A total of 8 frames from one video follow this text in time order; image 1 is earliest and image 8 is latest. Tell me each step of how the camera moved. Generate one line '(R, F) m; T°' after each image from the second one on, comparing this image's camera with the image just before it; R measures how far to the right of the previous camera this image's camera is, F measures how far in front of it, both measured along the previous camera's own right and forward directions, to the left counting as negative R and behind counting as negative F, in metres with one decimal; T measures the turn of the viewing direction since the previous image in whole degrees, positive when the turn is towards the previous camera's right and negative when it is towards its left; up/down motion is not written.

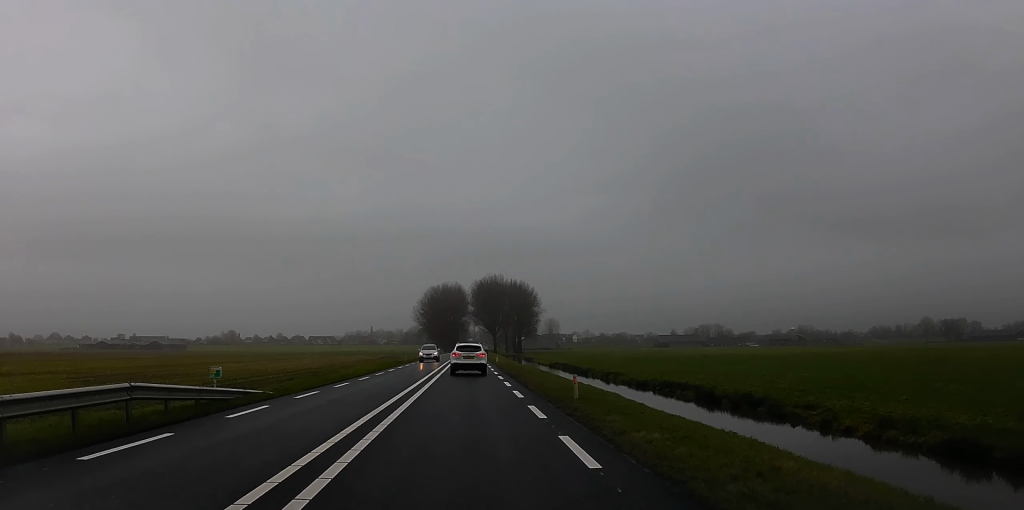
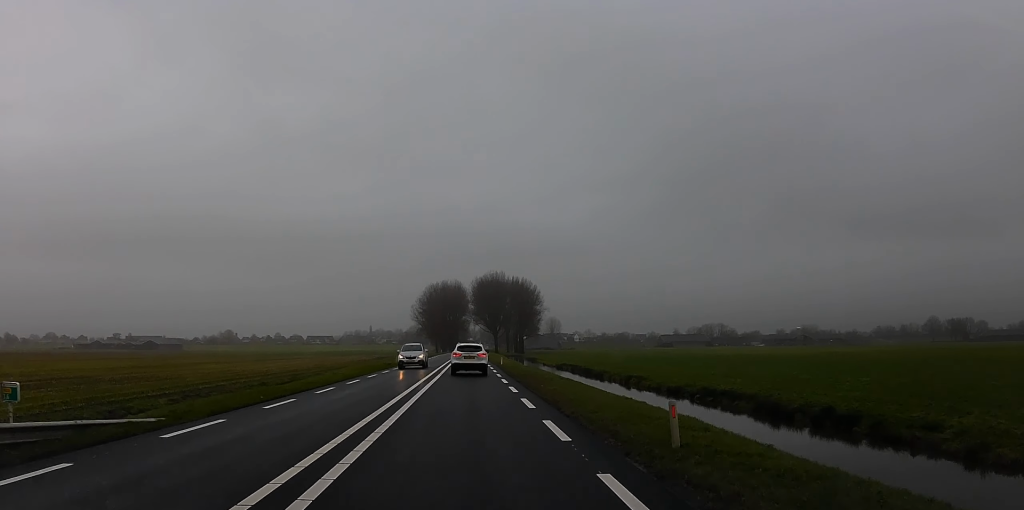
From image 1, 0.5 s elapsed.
(0.0, +9.5) m; 0°
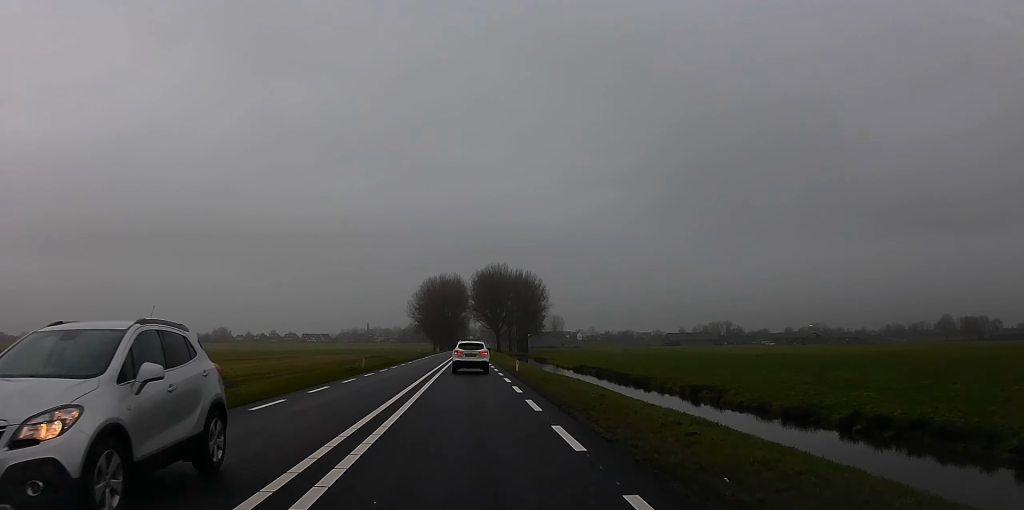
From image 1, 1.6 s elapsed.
(+0.2, +19.1) m; +2°
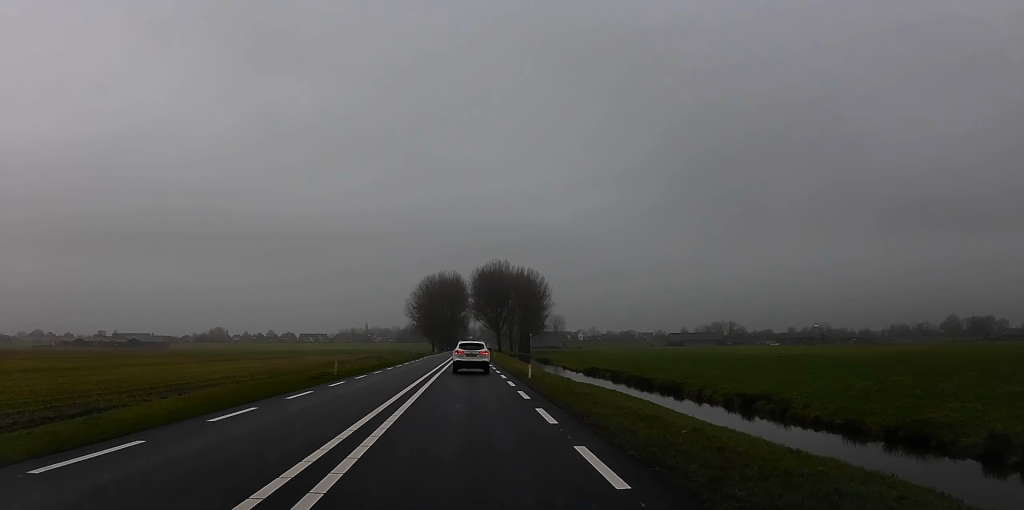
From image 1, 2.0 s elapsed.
(+0.1, +8.1) m; +1°
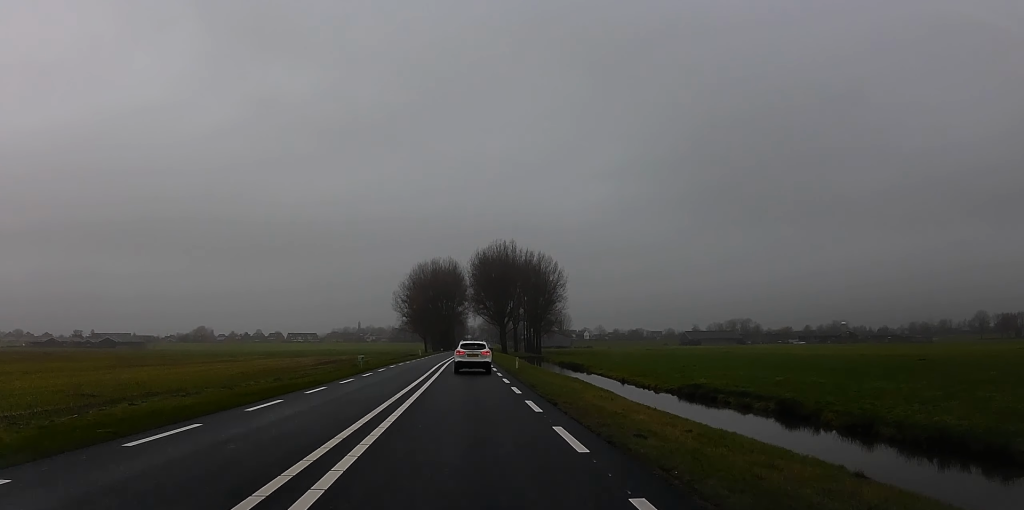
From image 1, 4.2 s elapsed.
(-2.4, +39.9) m; -4°
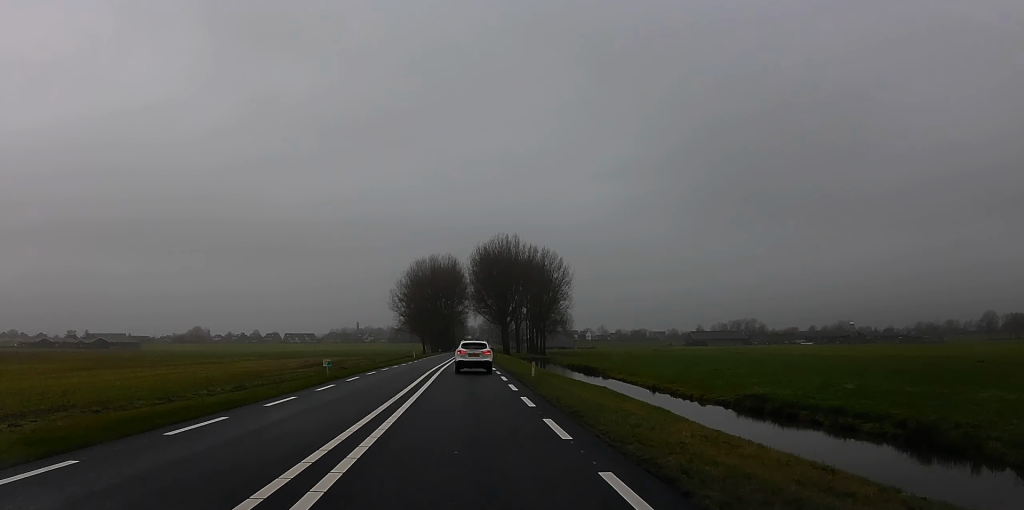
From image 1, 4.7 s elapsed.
(+0.6, +10.3) m; +2°
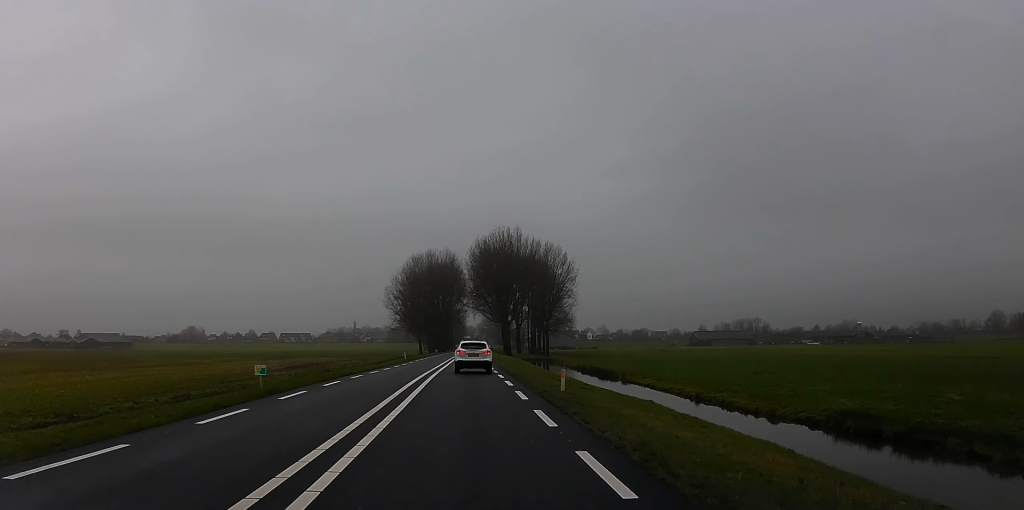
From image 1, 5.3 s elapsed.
(+0.4, +10.4) m; +2°
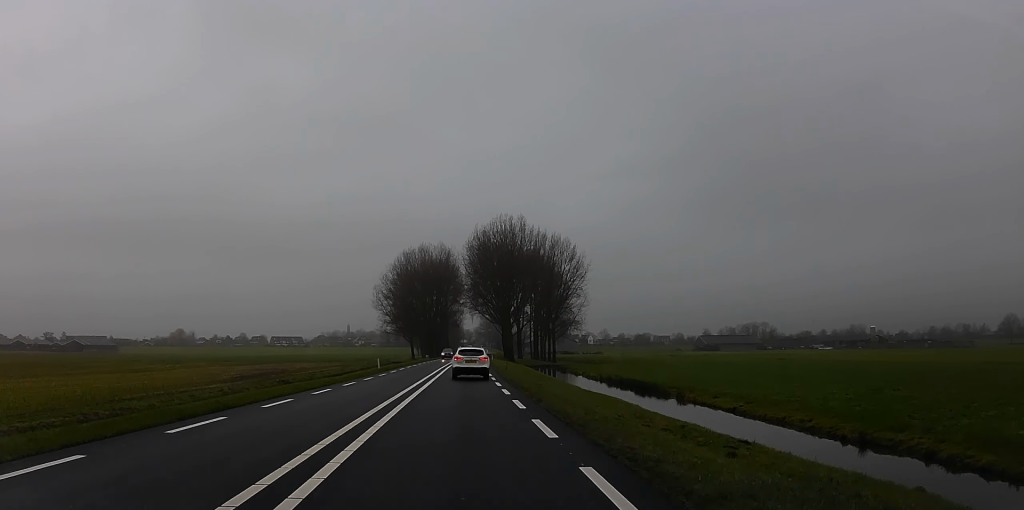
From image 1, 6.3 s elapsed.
(0.0, +19.3) m; 0°
